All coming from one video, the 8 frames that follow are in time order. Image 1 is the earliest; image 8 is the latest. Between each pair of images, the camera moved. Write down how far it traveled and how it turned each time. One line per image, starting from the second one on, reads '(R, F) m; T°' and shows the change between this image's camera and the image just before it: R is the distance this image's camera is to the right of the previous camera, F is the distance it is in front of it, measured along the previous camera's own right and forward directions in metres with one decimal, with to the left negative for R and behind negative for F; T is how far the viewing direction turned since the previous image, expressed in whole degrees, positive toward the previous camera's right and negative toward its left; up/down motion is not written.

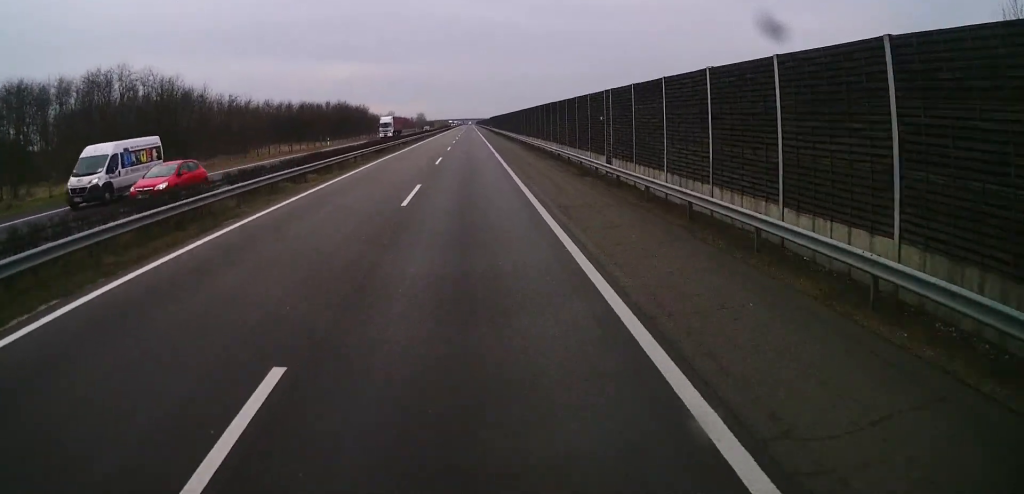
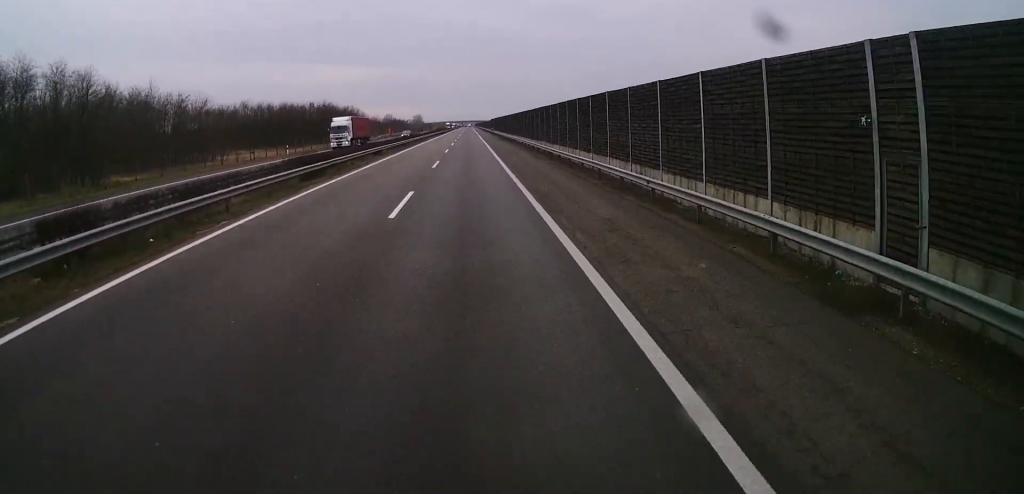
(+0.1, +18.2) m; 0°
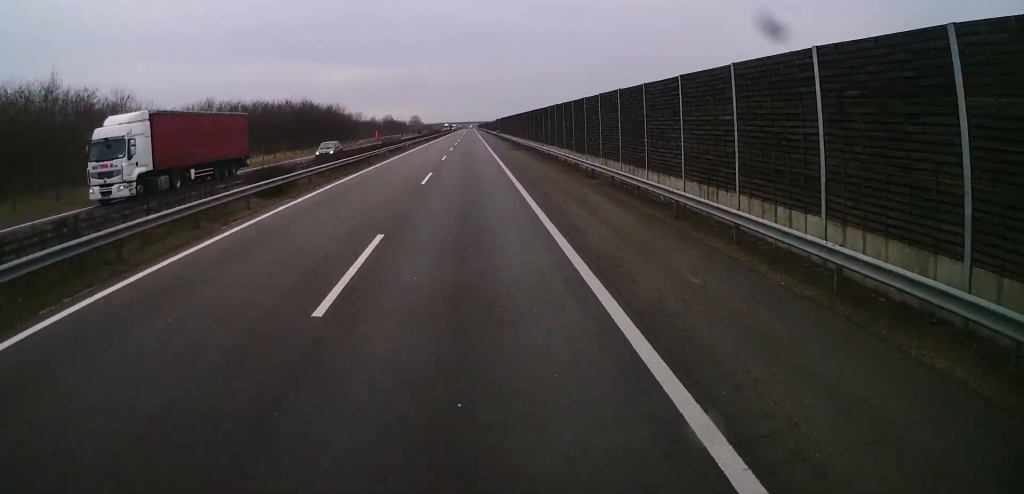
(-0.1, +23.8) m; -1°
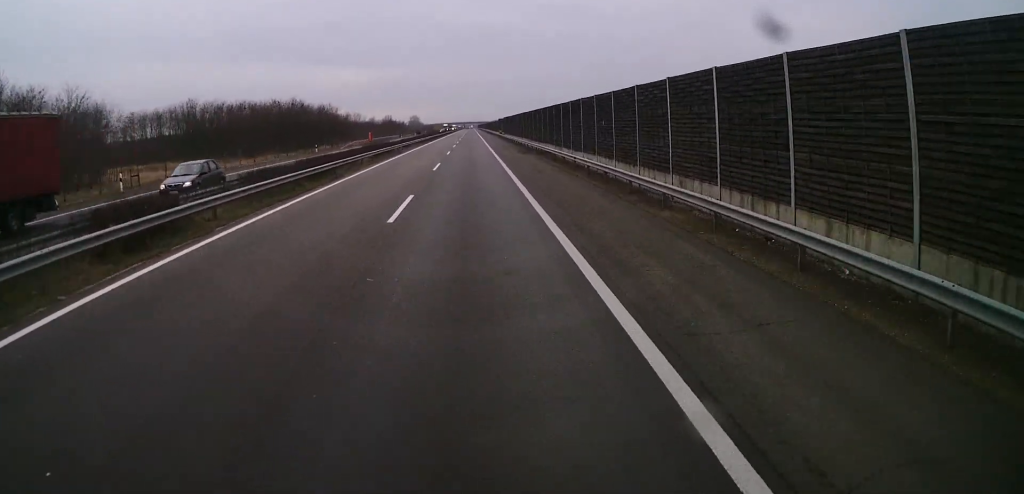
(0.0, +10.2) m; 0°
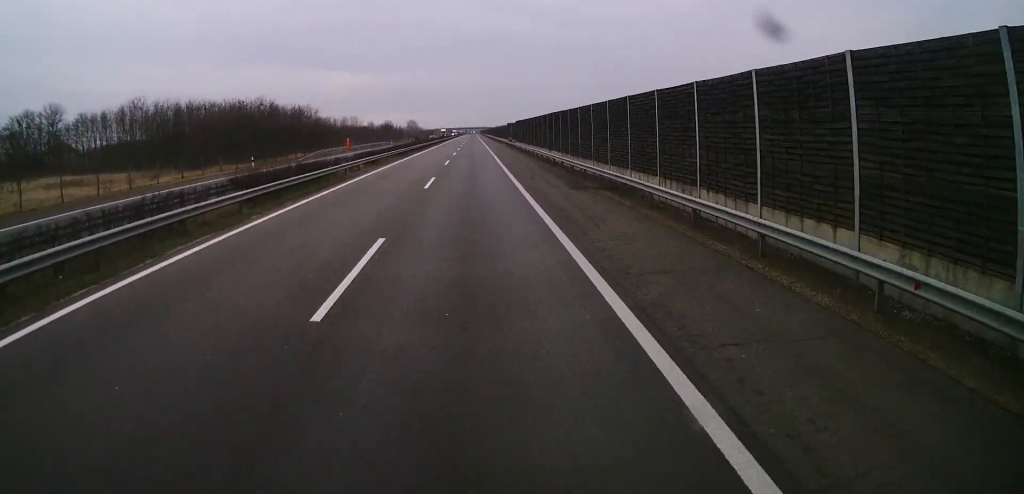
(0.0, +25.2) m; 0°
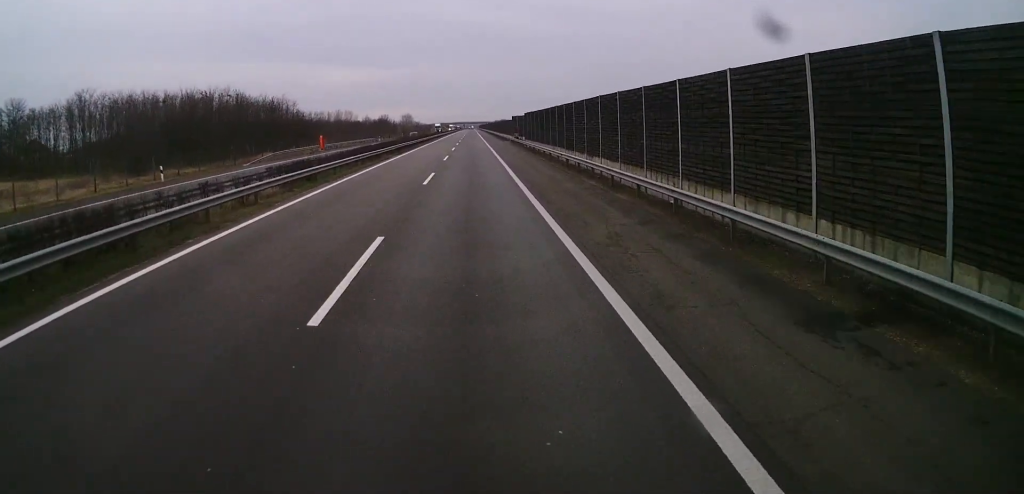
(0.0, +18.0) m; 0°
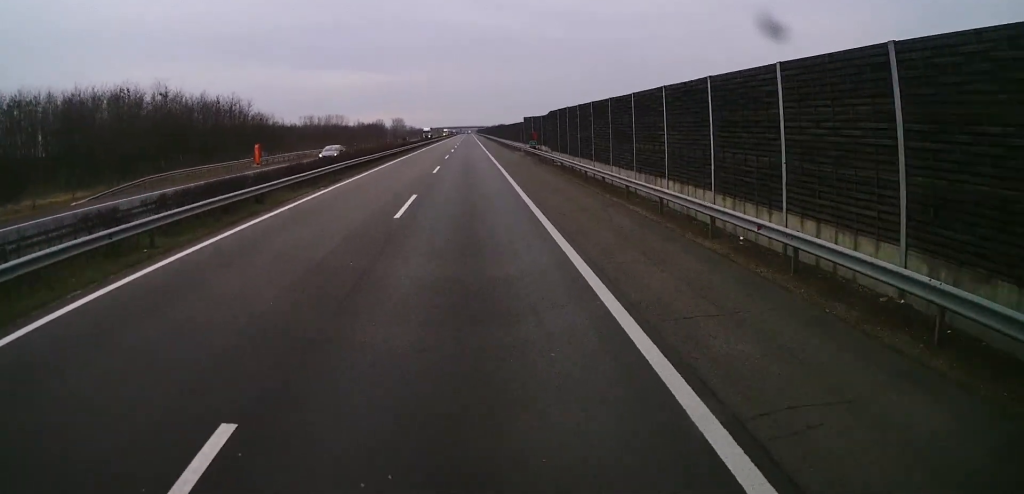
(0.0, +26.5) m; 0°
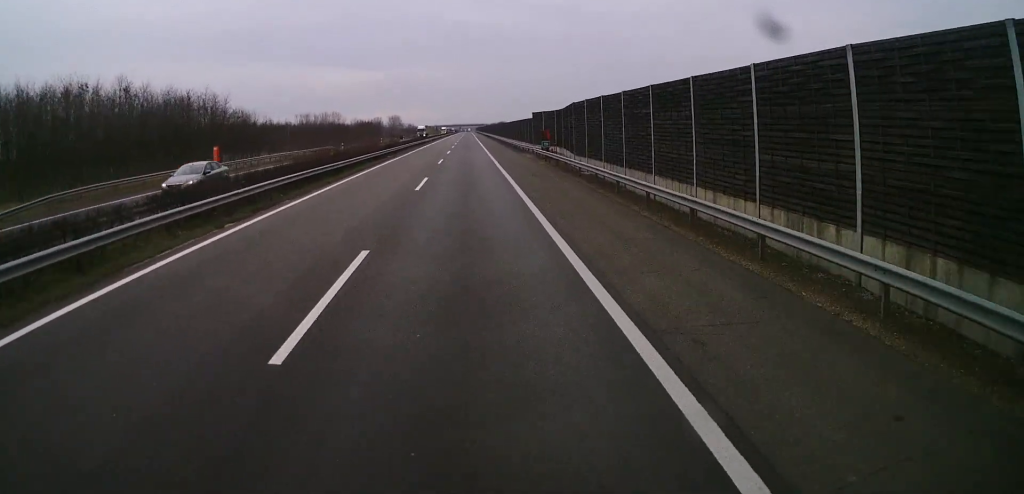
(0.0, +10.7) m; 0°
